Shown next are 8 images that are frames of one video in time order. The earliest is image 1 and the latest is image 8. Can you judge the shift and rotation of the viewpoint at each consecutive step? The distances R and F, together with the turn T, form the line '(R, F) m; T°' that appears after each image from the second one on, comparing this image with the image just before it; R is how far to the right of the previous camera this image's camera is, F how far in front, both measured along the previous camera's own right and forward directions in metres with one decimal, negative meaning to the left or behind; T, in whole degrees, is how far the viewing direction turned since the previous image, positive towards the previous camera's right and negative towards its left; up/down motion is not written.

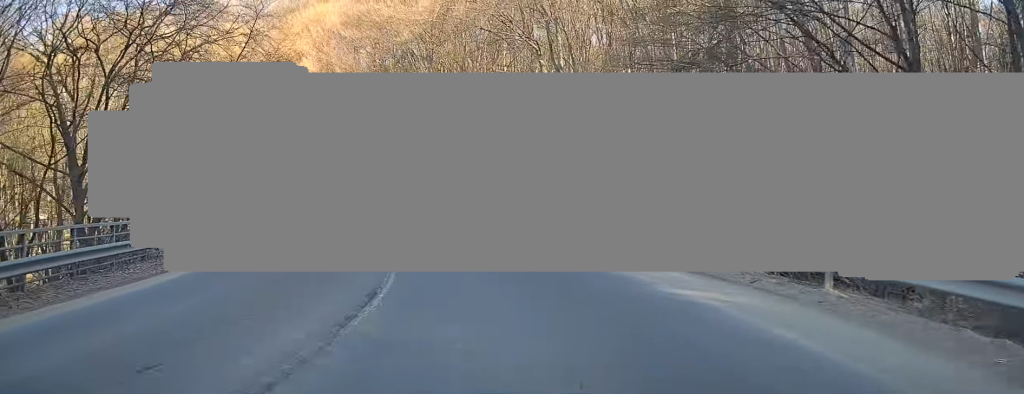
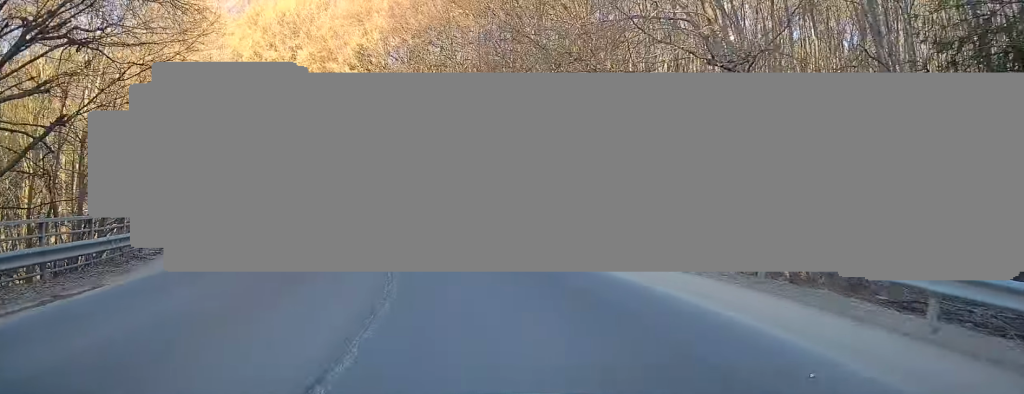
(-0.6, +11.2) m; -10°
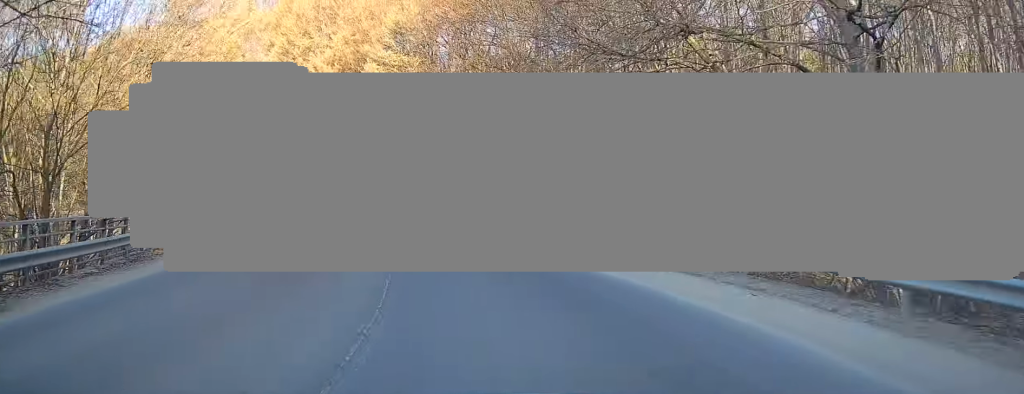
(-0.5, +4.9) m; -6°
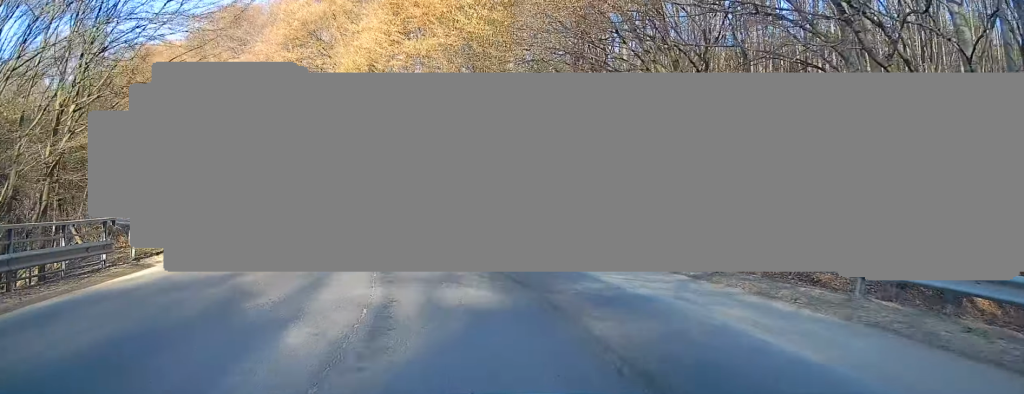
(-1.5, +12.6) m; -14°
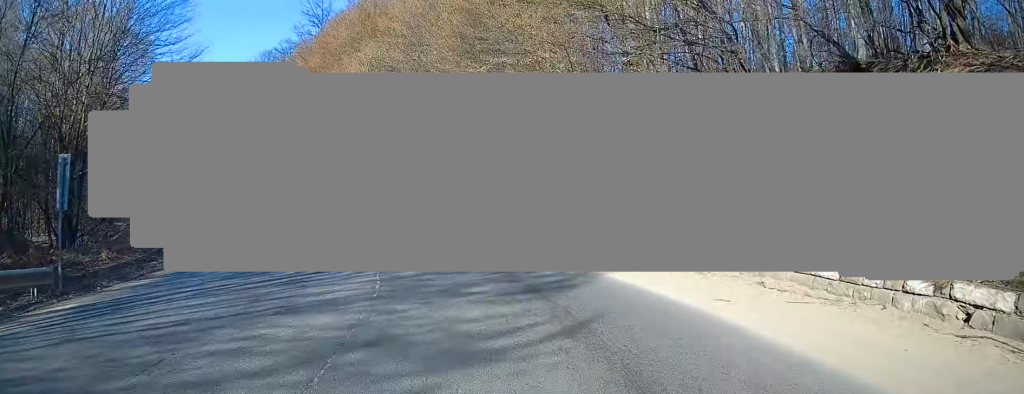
(-4.3, +19.0) m; -26°
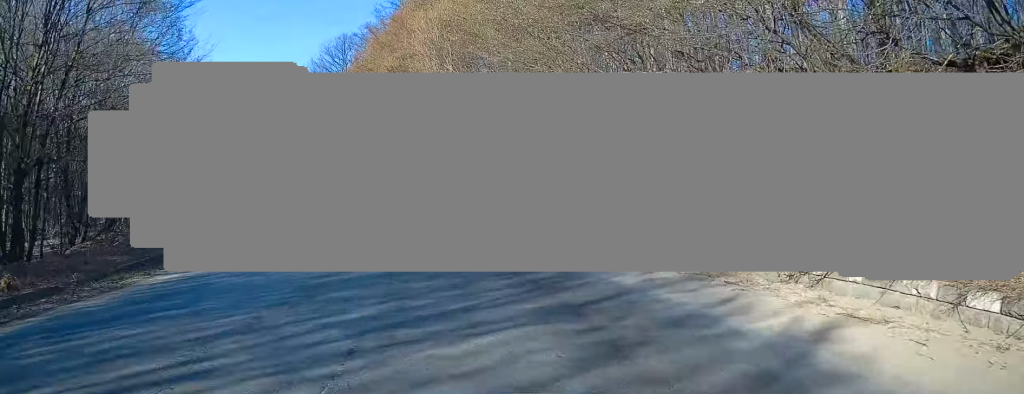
(-0.3, +7.2) m; -9°
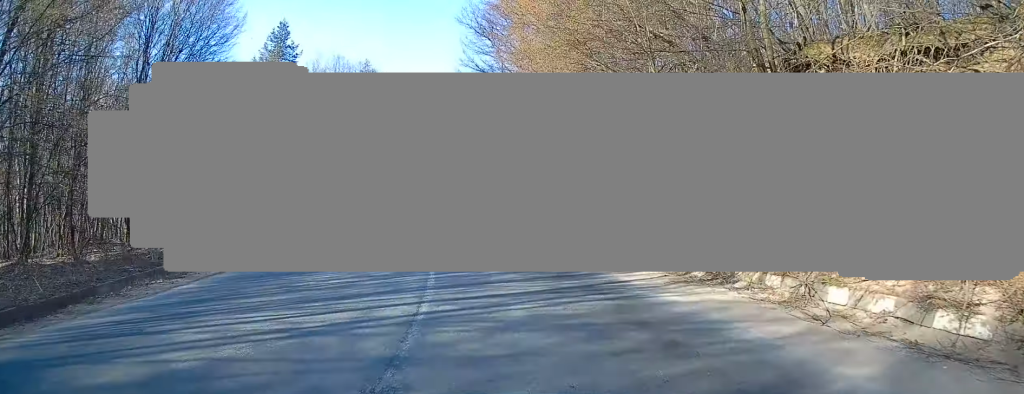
(-3.1, +17.9) m; -17°
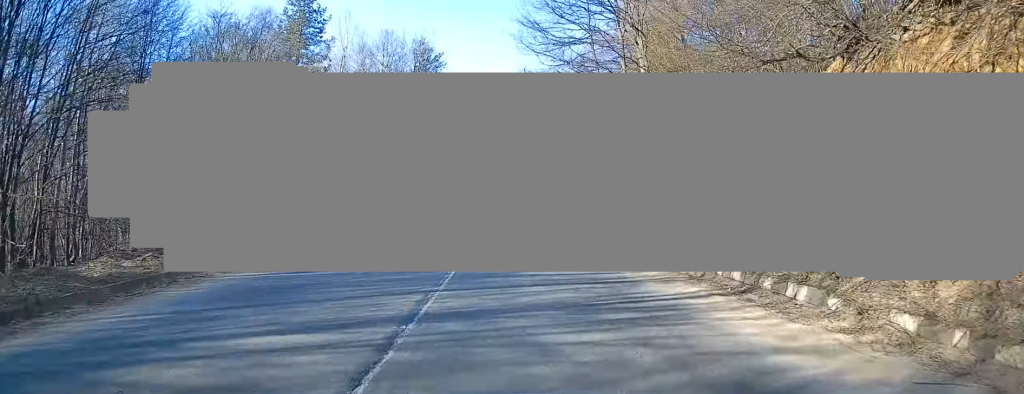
(-1.2, +13.4) m; -8°
